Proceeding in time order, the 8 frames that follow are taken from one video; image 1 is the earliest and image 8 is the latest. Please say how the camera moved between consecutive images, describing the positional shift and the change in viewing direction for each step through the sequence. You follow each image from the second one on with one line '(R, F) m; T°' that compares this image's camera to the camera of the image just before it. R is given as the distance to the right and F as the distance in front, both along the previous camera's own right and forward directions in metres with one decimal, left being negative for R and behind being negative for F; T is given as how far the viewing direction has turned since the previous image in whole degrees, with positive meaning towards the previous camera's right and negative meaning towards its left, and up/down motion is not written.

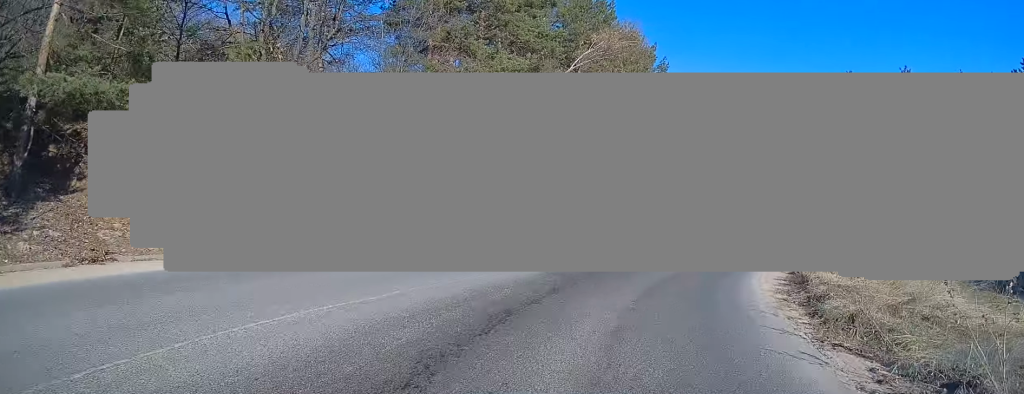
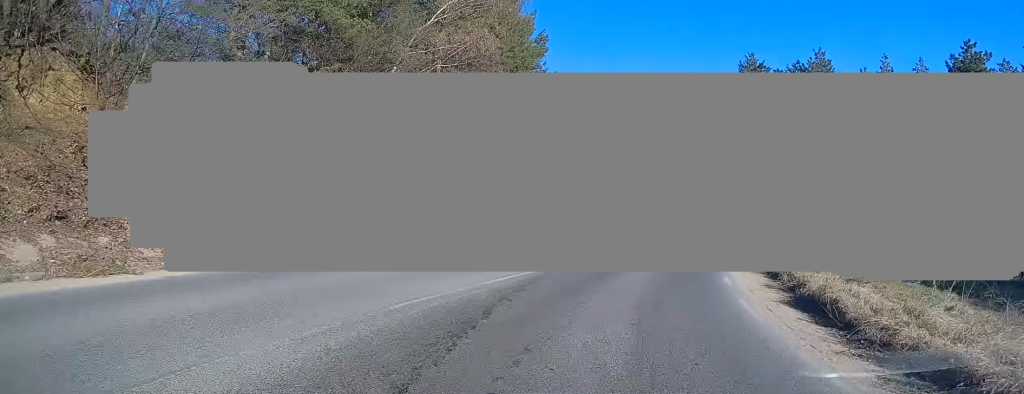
(+0.8, +7.4) m; +12°
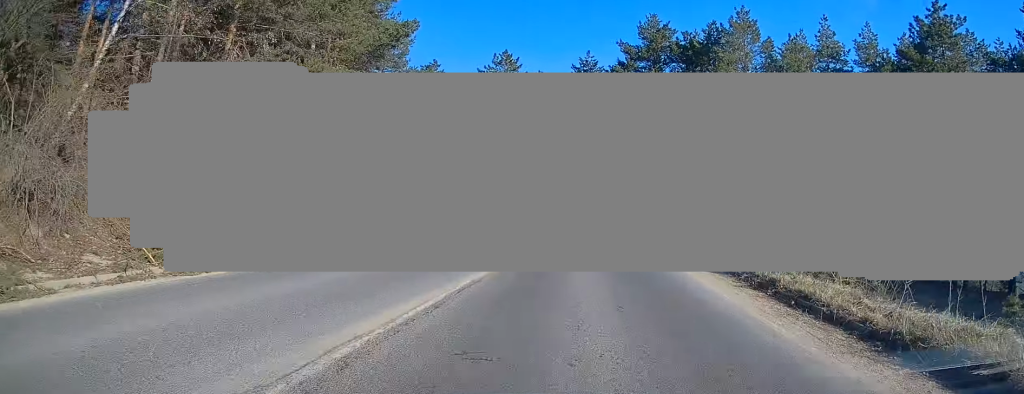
(+1.4, +10.3) m; +11°
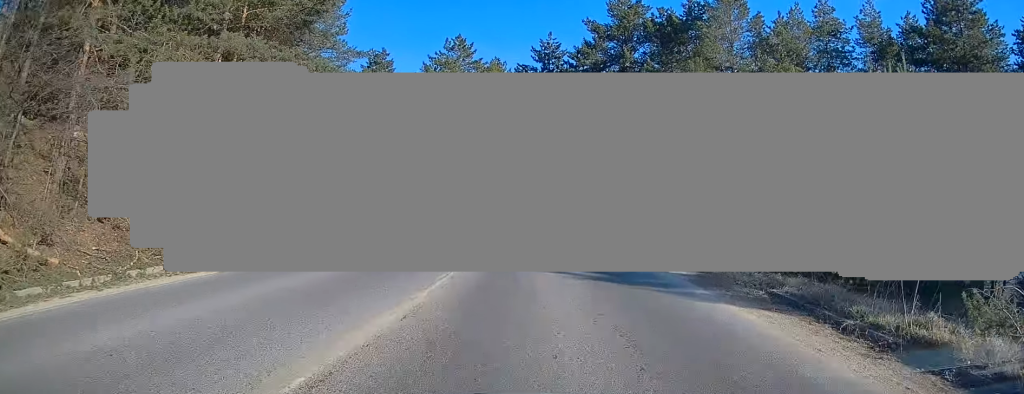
(+0.3, +5.8) m; +3°
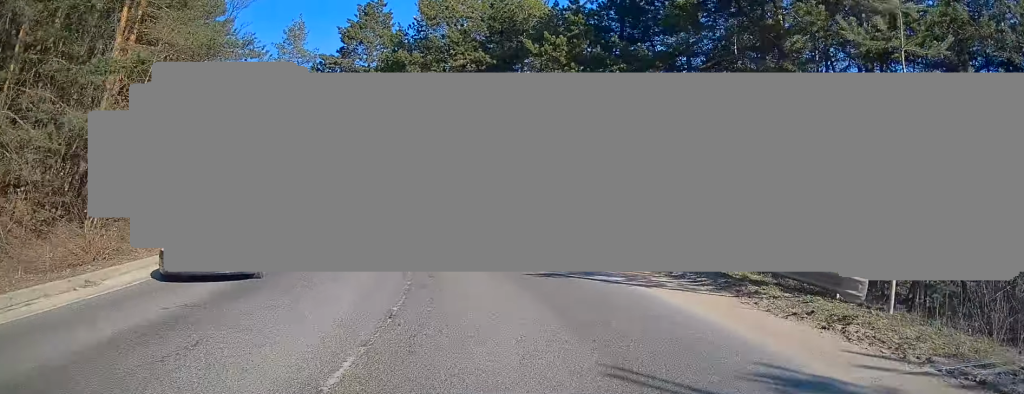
(+0.8, +22.1) m; -2°
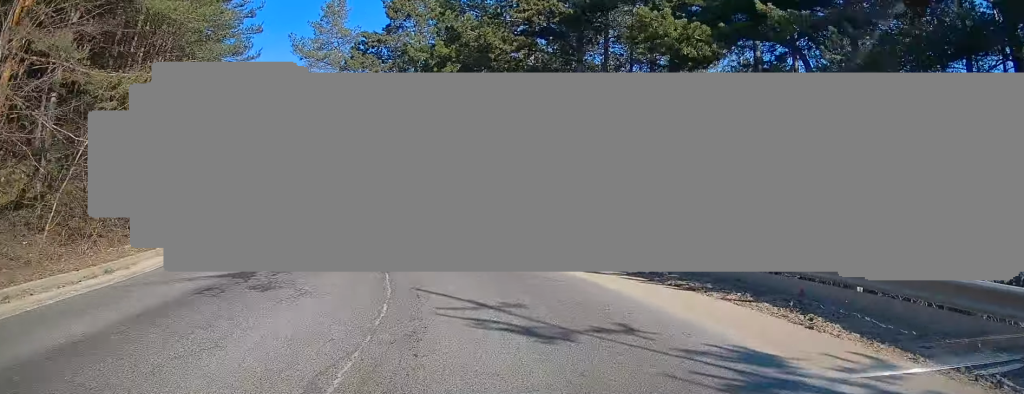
(-0.5, +8.4) m; -7°
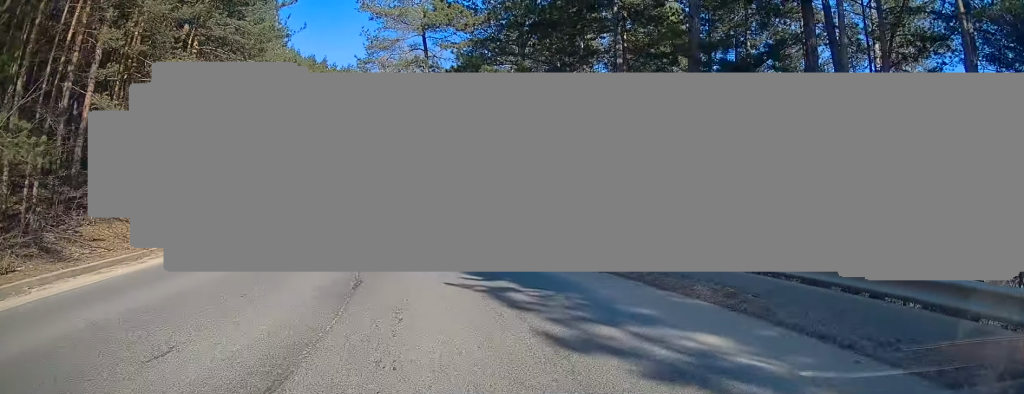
(-1.1, +11.2) m; -11°
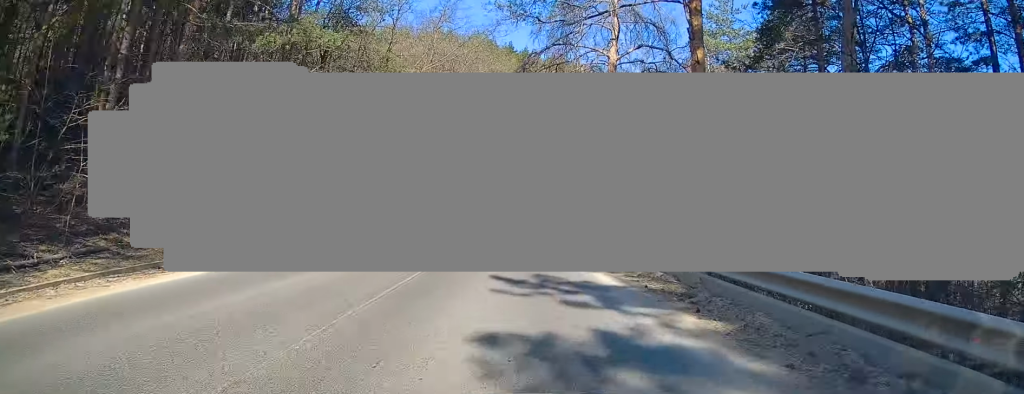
(-4.0, +22.3) m; -17°
